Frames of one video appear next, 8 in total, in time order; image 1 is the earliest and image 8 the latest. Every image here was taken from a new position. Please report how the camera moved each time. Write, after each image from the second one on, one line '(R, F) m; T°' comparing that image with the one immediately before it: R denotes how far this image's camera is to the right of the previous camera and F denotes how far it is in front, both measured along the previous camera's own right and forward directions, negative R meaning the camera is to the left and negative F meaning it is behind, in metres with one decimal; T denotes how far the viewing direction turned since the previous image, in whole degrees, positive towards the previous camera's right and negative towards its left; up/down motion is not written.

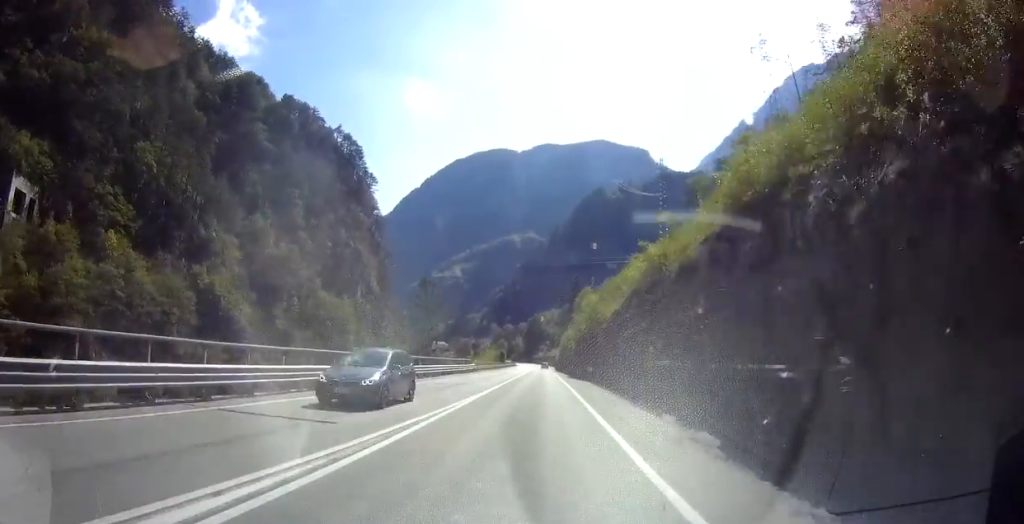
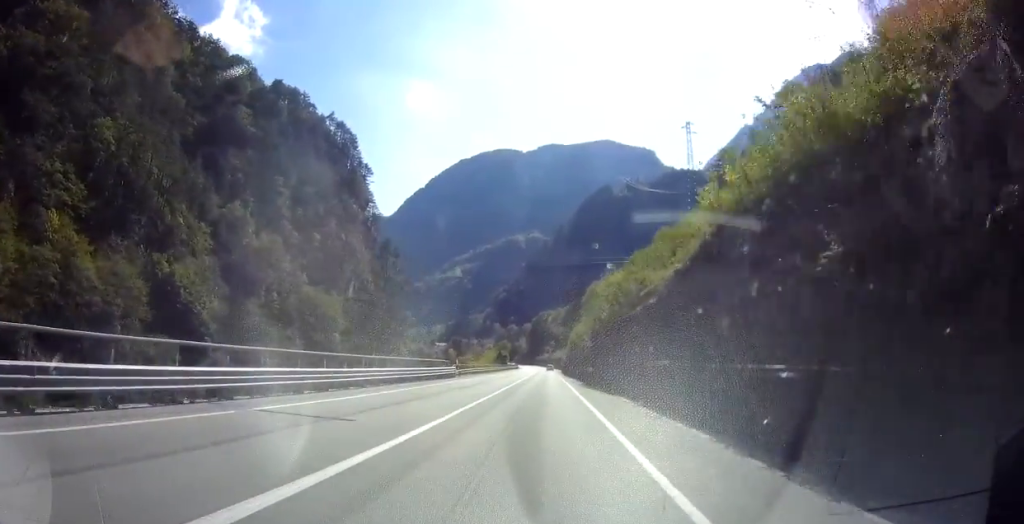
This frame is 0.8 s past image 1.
(-0.8, +16.8) m; -2°
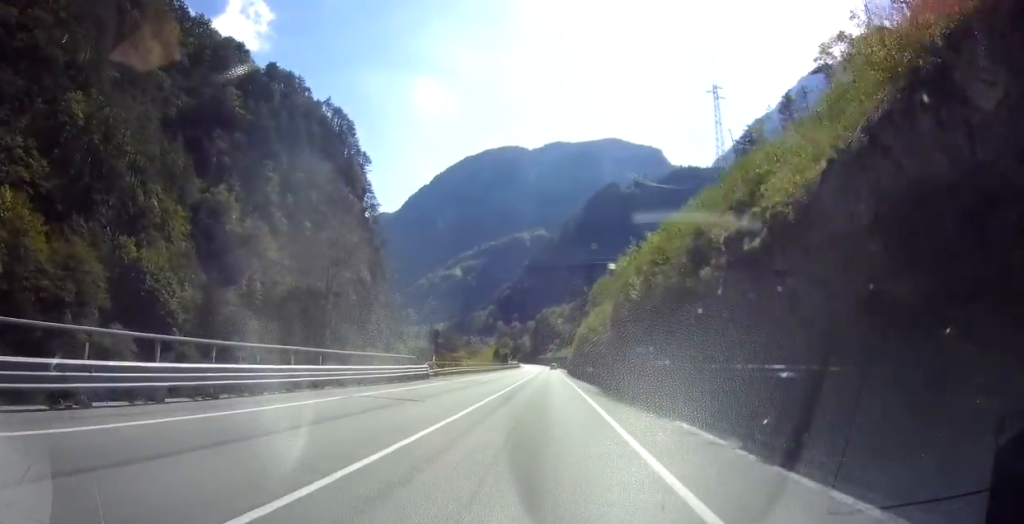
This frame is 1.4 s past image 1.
(-0.1, +12.7) m; 0°
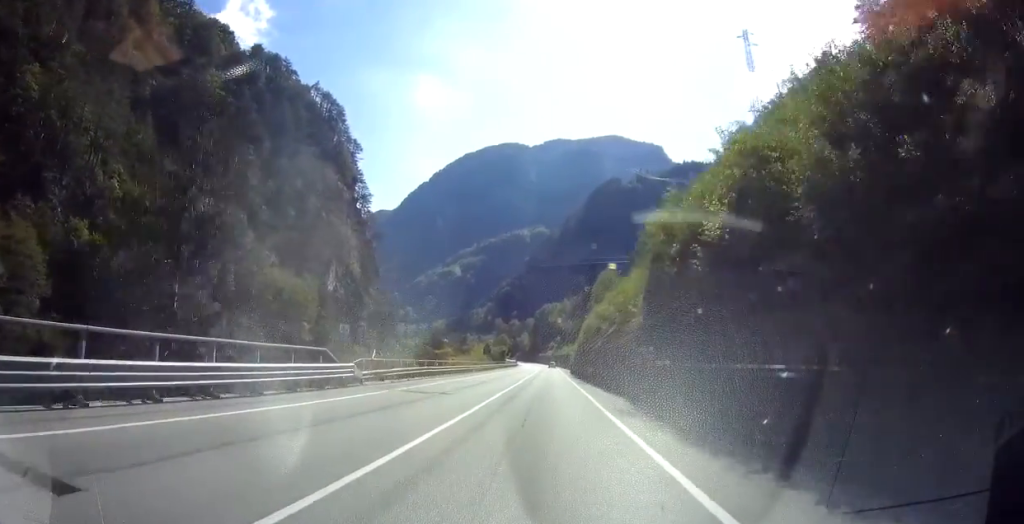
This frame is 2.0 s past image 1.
(0.0, +13.4) m; +1°
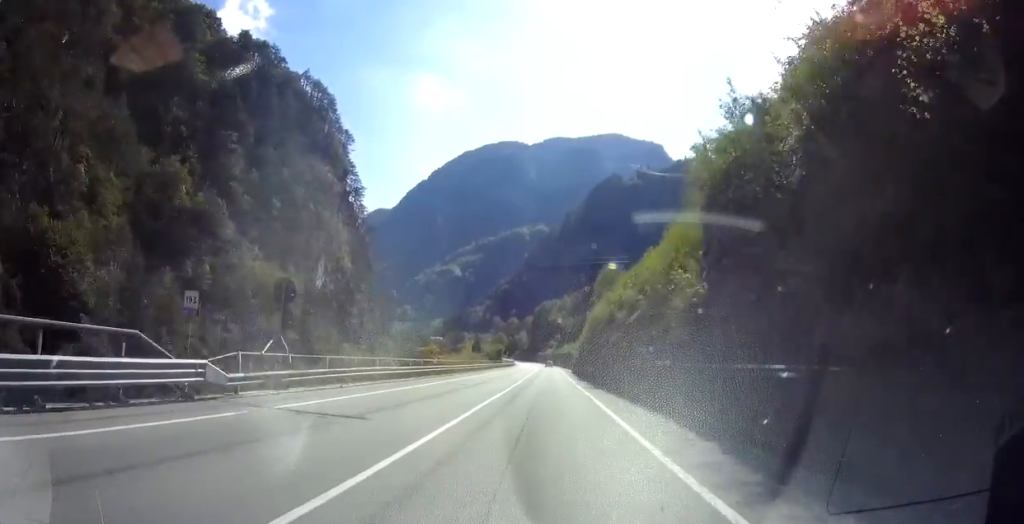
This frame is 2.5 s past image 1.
(+0.2, +10.0) m; +1°
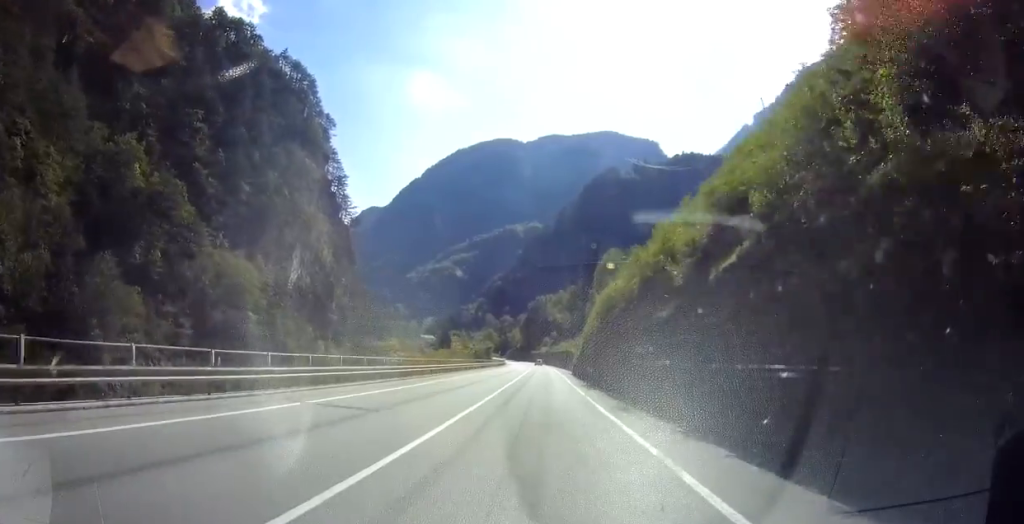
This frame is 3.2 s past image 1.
(+0.3, +15.9) m; +2°
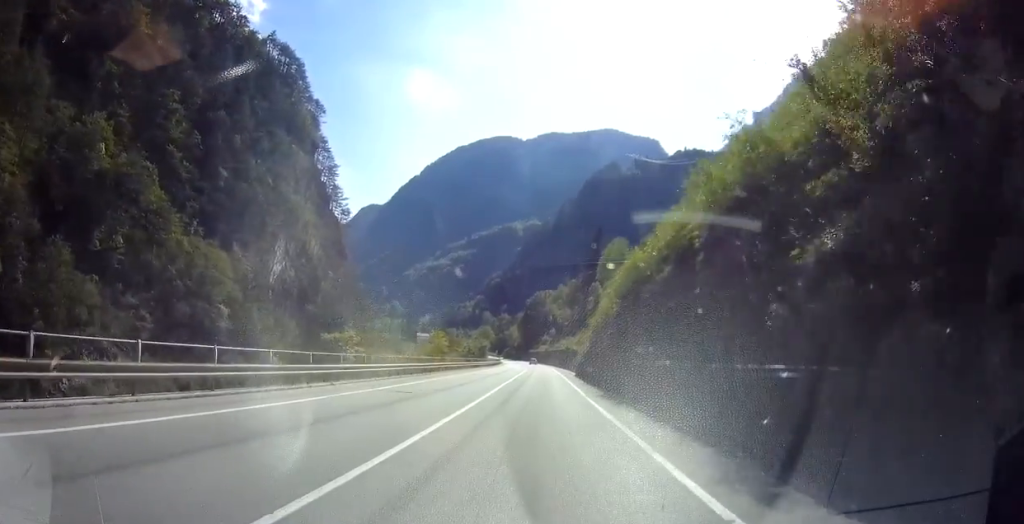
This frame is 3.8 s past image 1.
(+0.3, +11.7) m; +1°
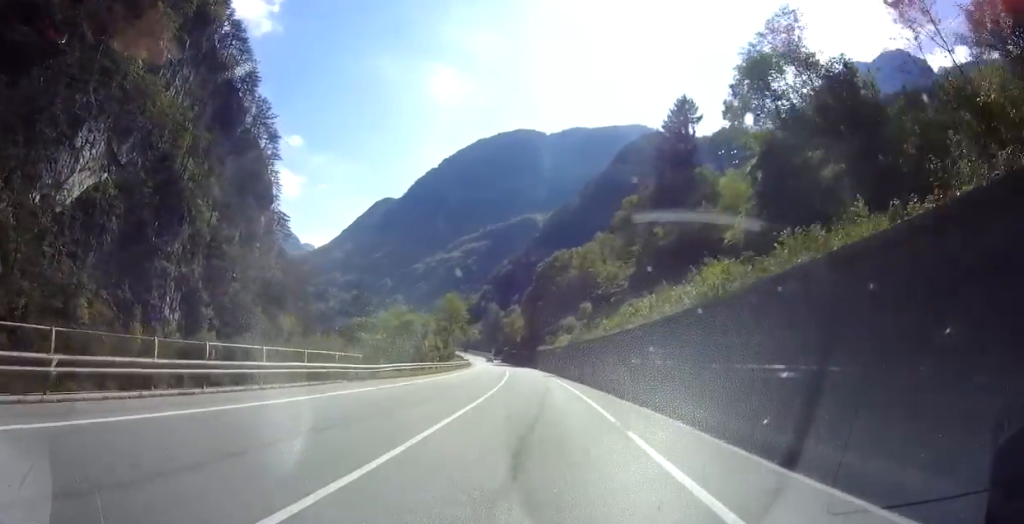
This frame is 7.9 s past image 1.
(-4.2, +89.5) m; -4°
